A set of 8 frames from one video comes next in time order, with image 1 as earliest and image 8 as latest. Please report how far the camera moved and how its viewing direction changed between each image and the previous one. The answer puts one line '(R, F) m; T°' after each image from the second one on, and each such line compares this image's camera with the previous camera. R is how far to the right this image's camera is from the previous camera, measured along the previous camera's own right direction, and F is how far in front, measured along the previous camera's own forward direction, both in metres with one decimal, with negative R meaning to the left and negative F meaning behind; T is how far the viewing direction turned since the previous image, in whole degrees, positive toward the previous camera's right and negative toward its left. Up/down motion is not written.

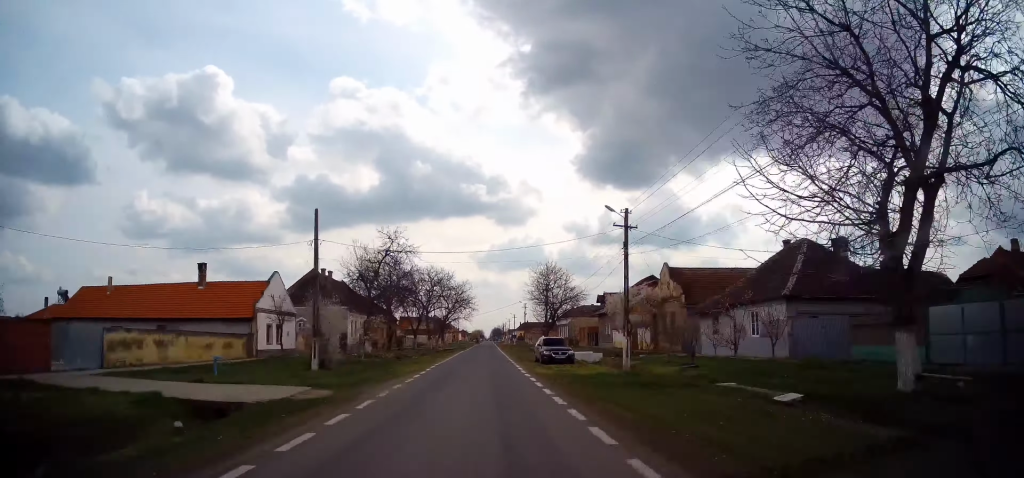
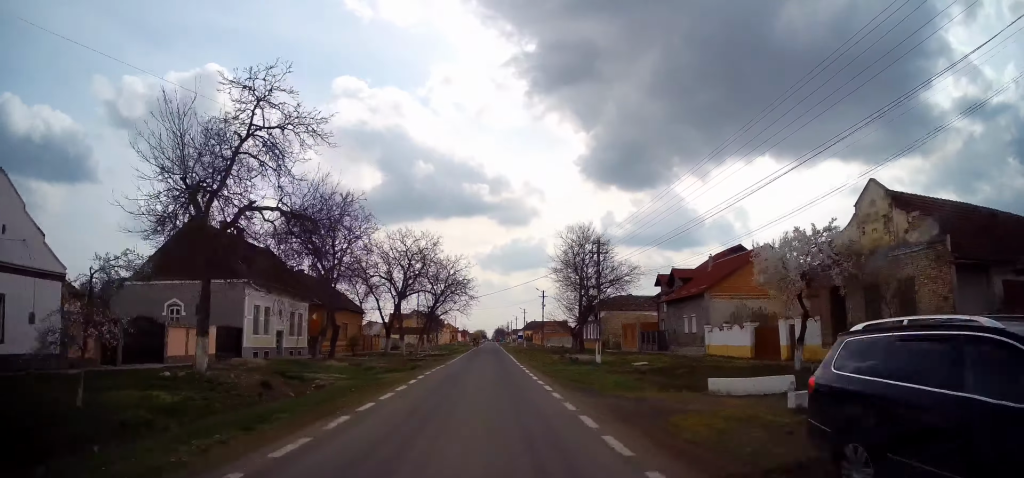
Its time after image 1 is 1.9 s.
(0.0, +27.9) m; -1°
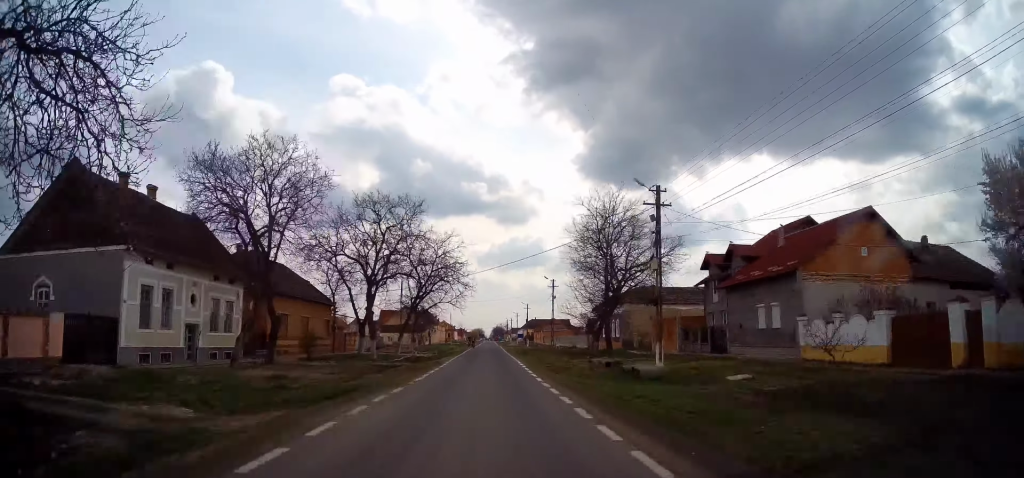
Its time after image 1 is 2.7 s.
(0.0, +12.7) m; +1°
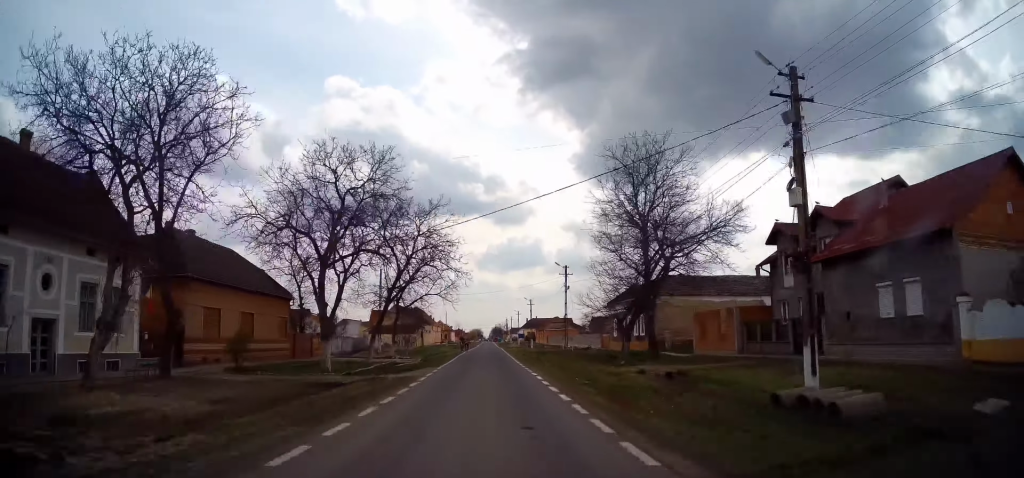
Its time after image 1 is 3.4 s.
(+0.2, +11.2) m; 0°
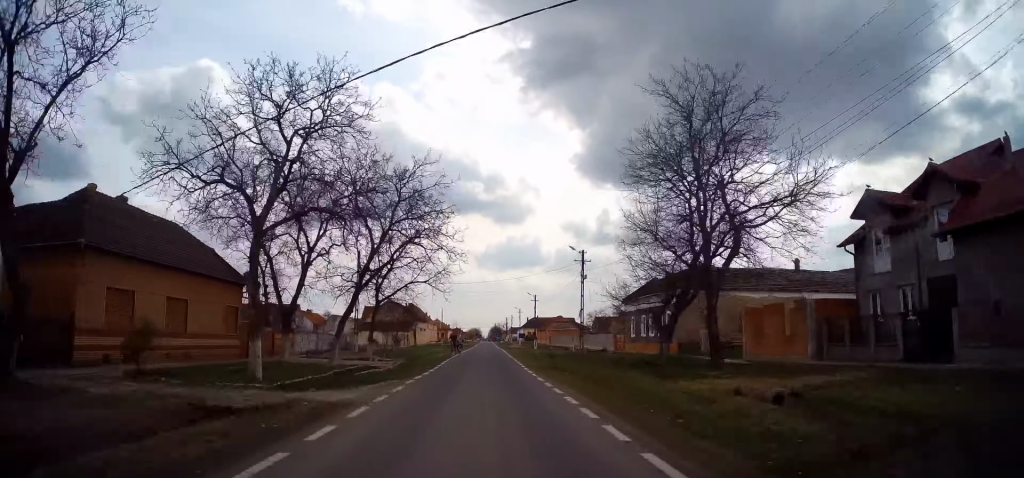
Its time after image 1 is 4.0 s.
(+0.1, +8.7) m; 0°
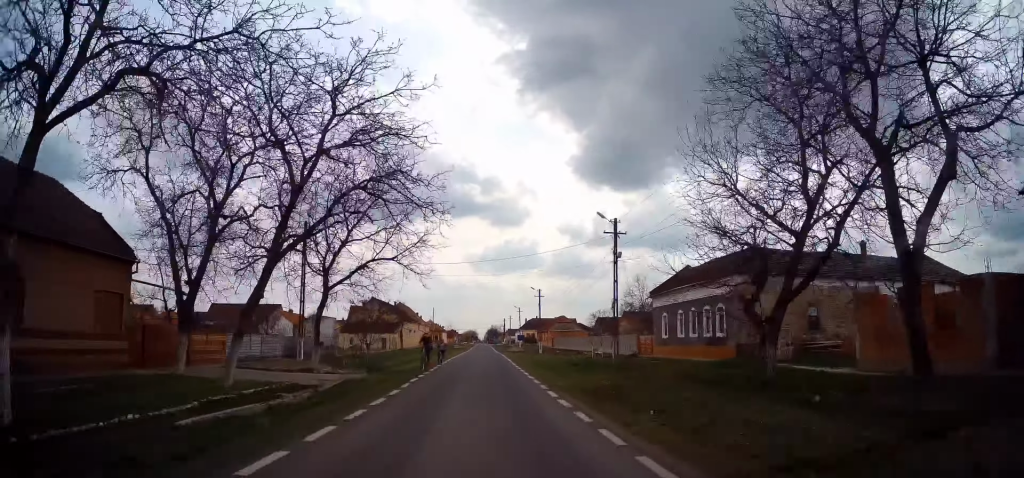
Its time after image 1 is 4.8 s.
(-0.3, +11.8) m; 0°
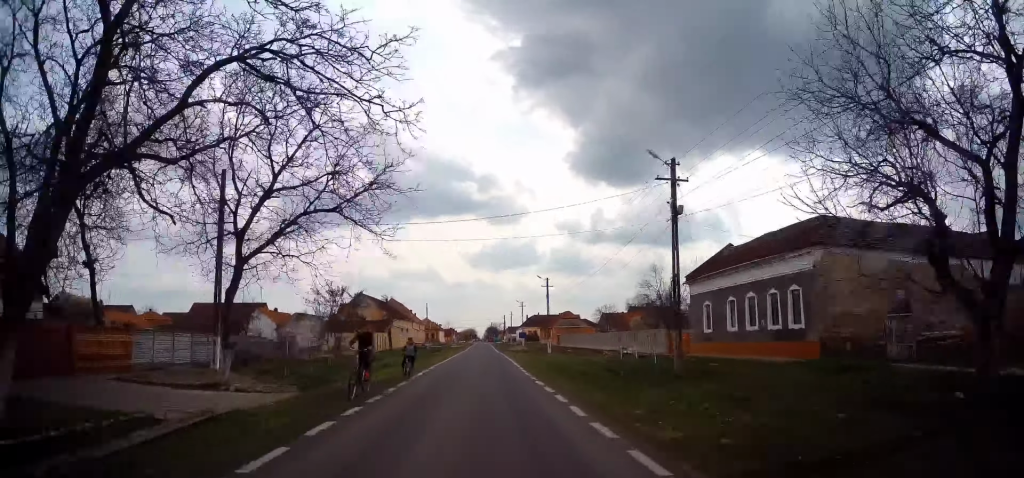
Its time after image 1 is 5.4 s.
(+0.1, +9.7) m; 0°
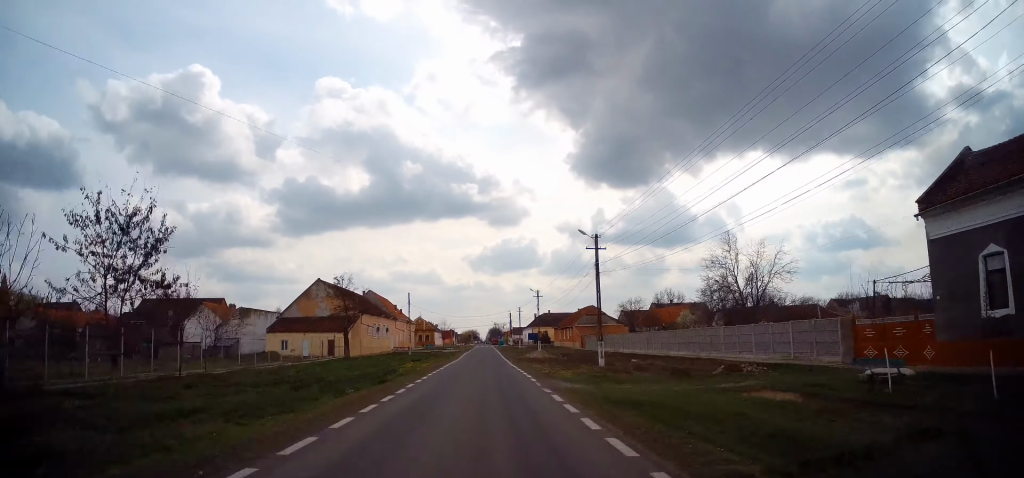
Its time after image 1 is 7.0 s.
(-0.1, +24.5) m; 0°
